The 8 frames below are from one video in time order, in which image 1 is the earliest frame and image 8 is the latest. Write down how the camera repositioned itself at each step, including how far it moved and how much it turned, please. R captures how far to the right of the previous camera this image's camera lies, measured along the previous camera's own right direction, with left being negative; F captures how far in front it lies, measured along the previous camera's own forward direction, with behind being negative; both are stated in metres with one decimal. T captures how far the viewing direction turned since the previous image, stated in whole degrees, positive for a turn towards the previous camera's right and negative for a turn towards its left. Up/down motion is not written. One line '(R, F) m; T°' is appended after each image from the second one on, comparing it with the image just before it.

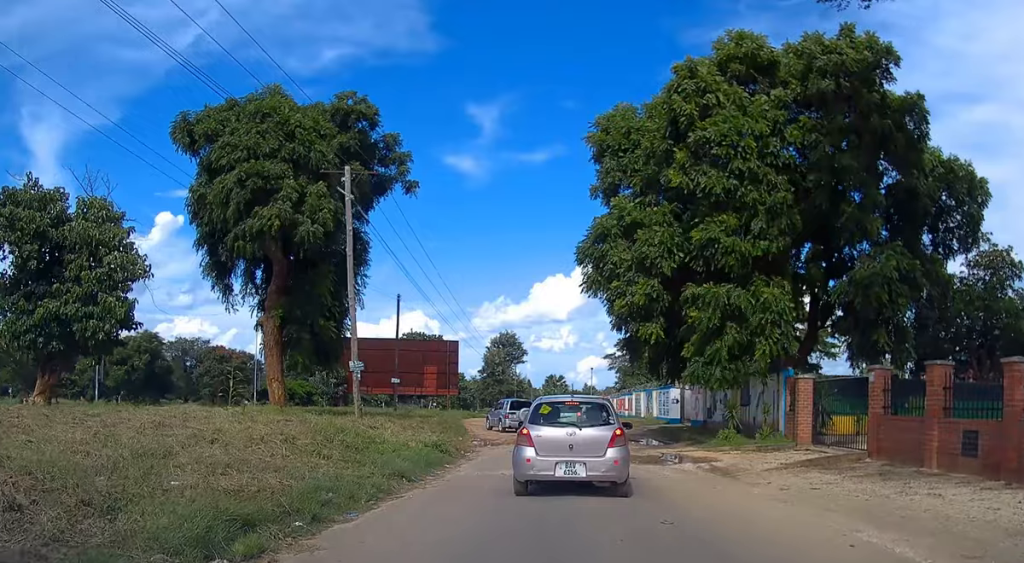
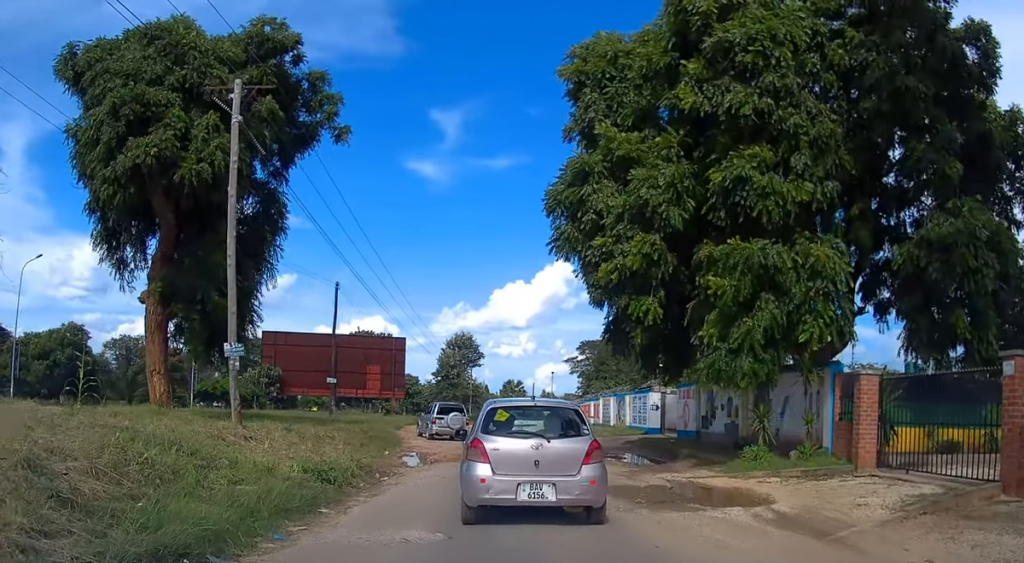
(+0.1, +8.5) m; +2°
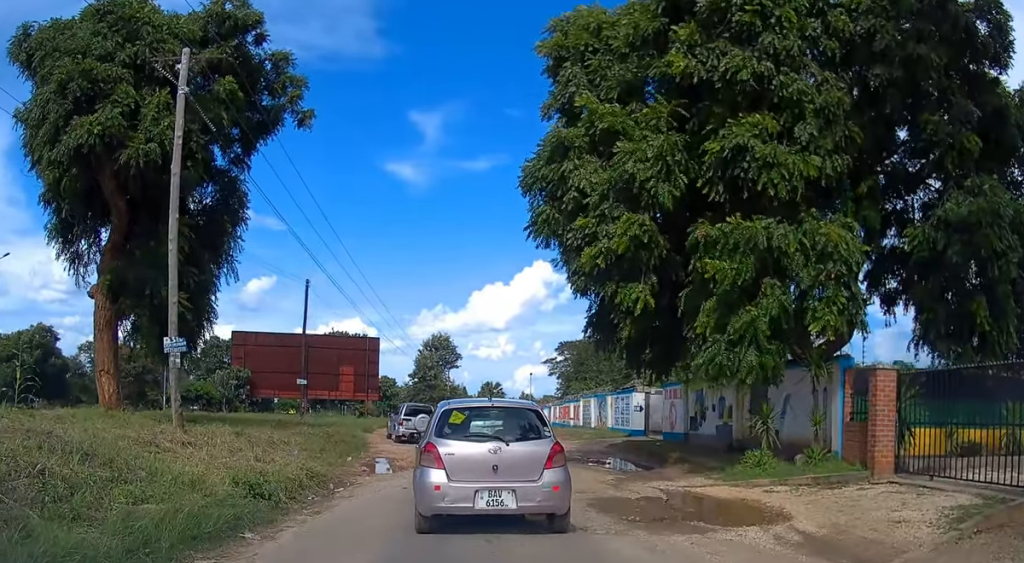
(0.0, +2.4) m; +1°
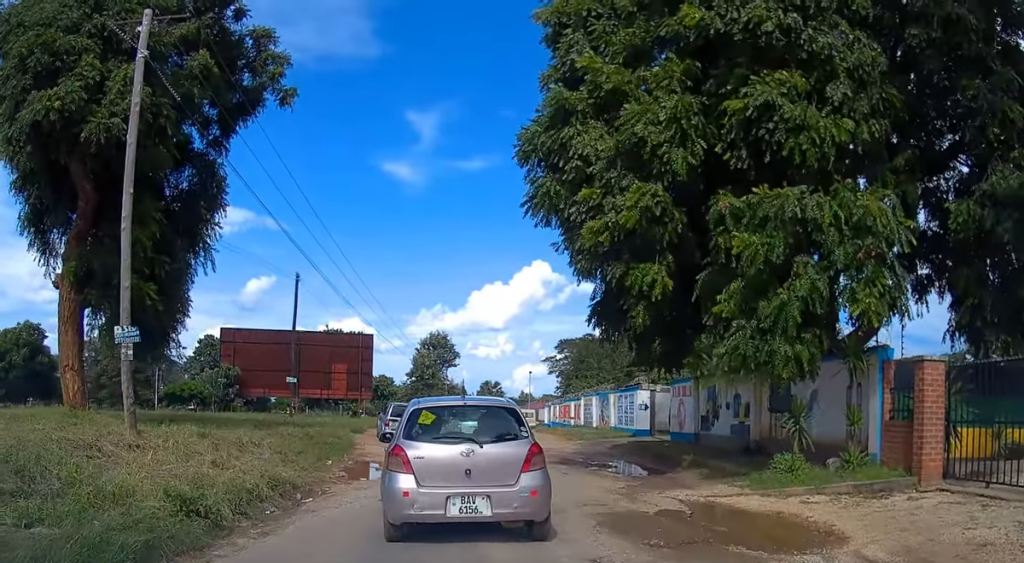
(0.0, +2.5) m; +1°
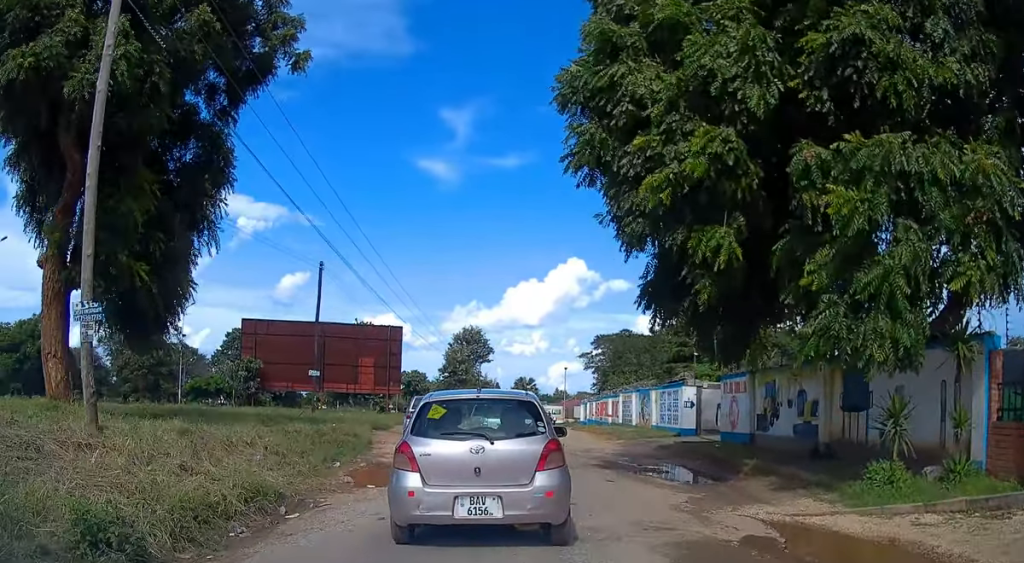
(0.0, +3.2) m; 0°
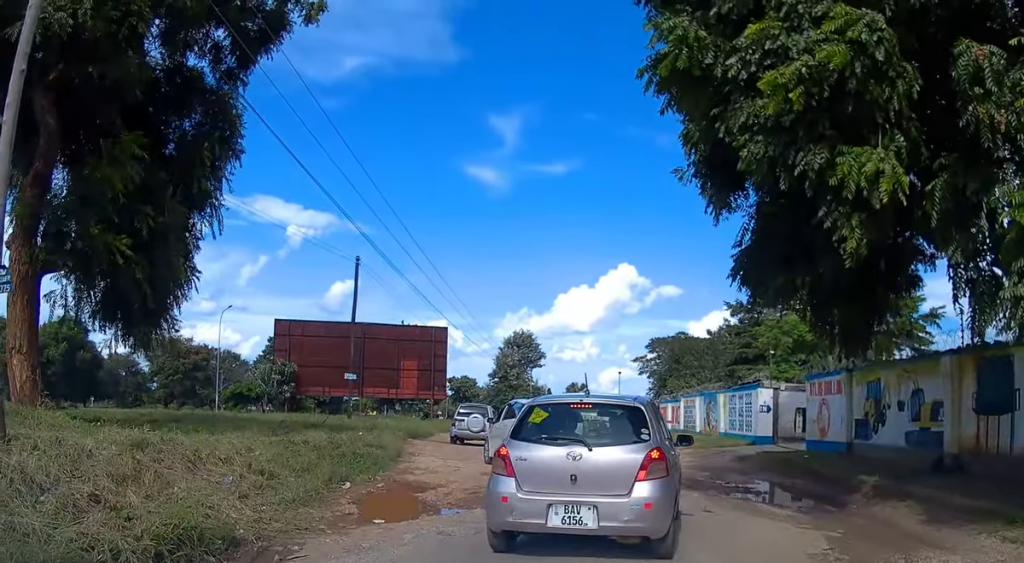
(0.0, +4.9) m; -1°
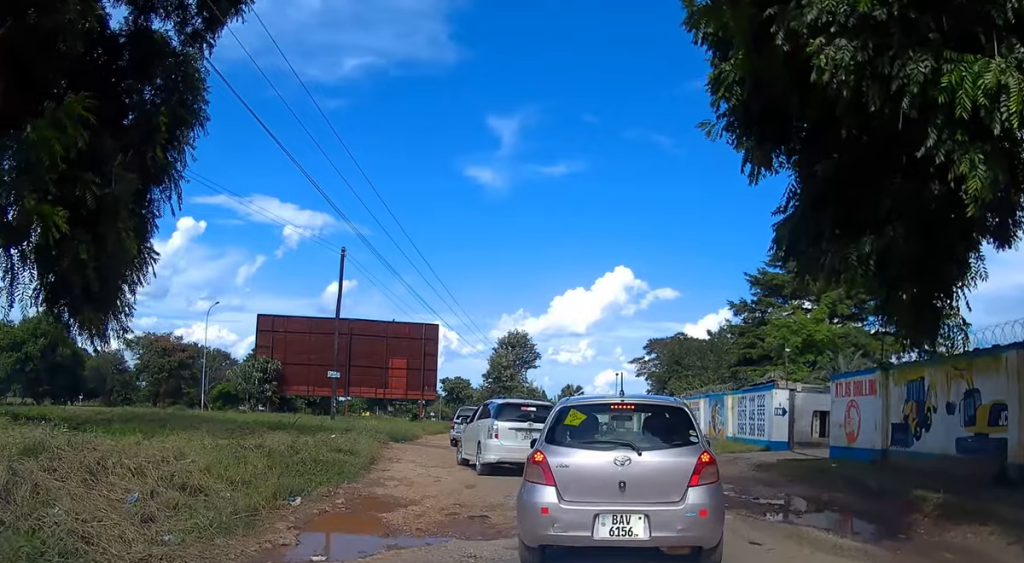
(0.0, +2.7) m; -1°
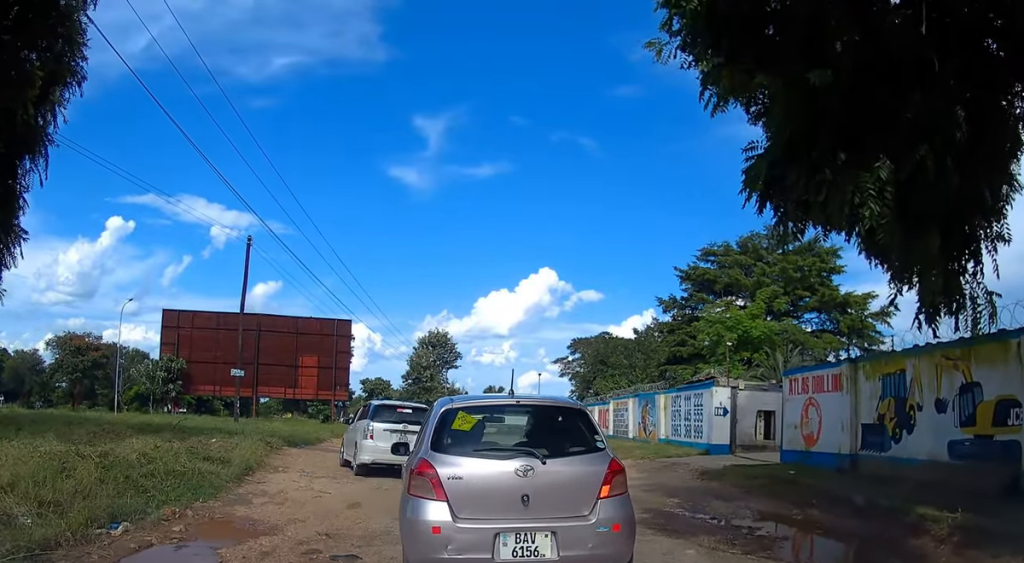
(-0.1, +3.0) m; +3°
